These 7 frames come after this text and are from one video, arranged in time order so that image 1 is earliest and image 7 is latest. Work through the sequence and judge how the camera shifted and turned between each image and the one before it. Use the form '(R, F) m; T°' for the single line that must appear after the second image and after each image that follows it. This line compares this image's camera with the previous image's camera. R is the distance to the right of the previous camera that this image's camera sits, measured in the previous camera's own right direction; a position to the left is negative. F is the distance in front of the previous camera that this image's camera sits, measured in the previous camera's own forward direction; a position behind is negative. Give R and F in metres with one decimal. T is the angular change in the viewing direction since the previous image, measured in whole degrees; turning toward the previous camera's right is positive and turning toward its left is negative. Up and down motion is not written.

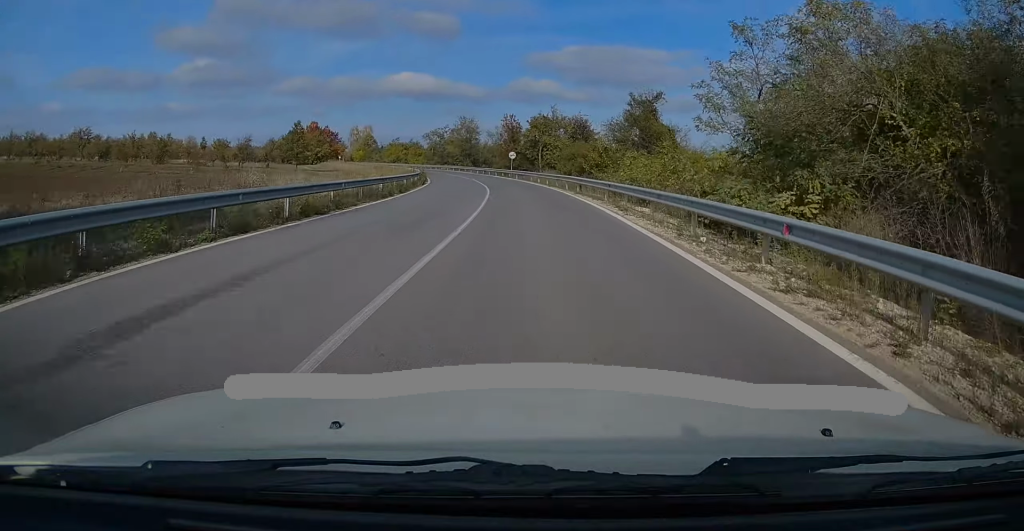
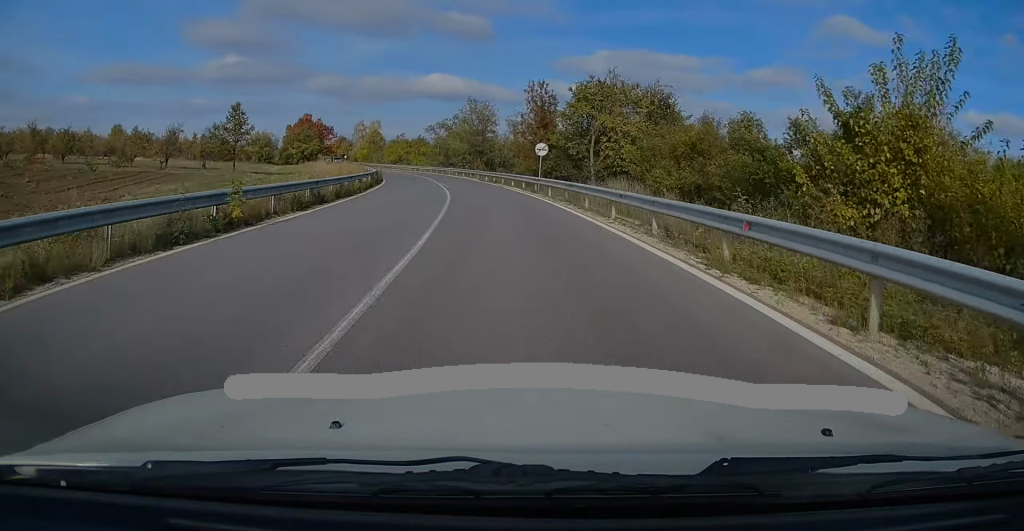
(-0.5, +31.9) m; -2°
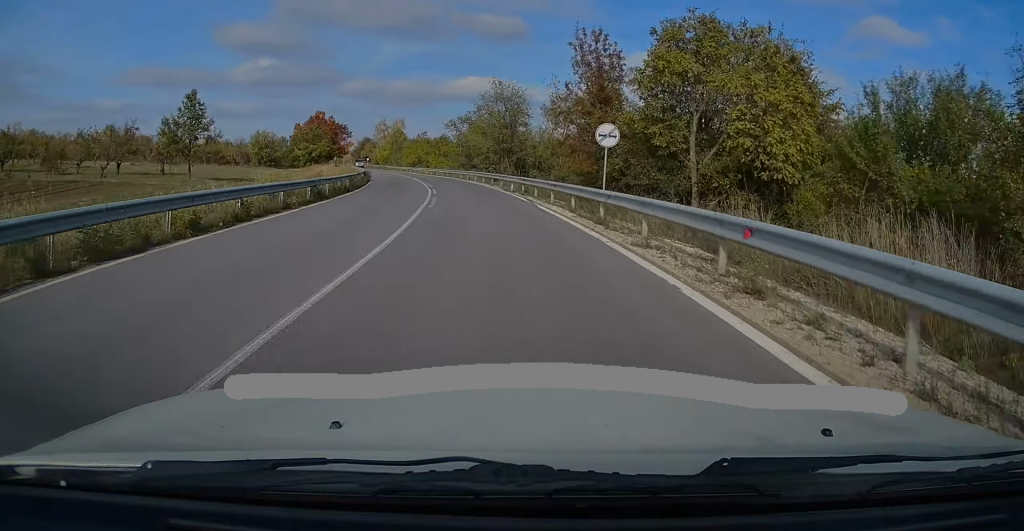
(-0.3, +17.1) m; -2°
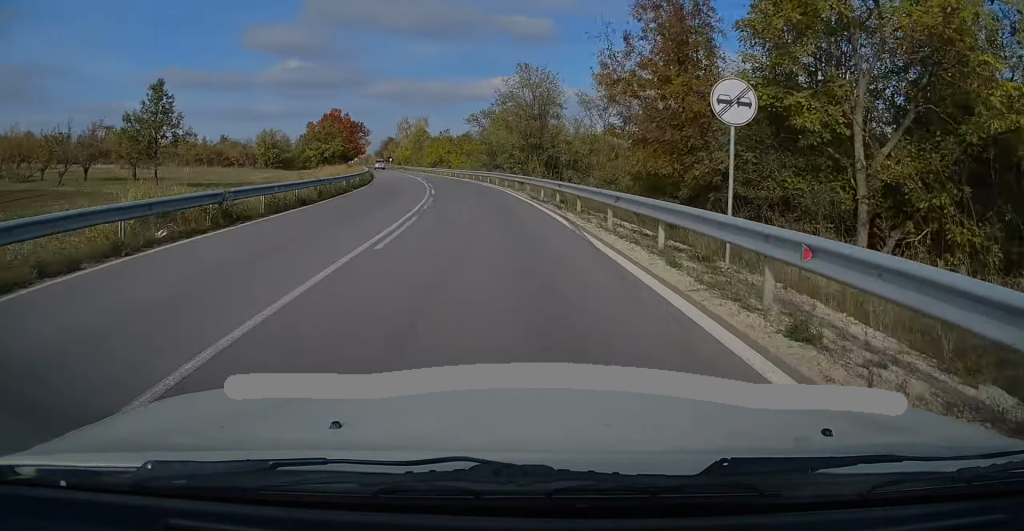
(0.0, +9.8) m; -2°
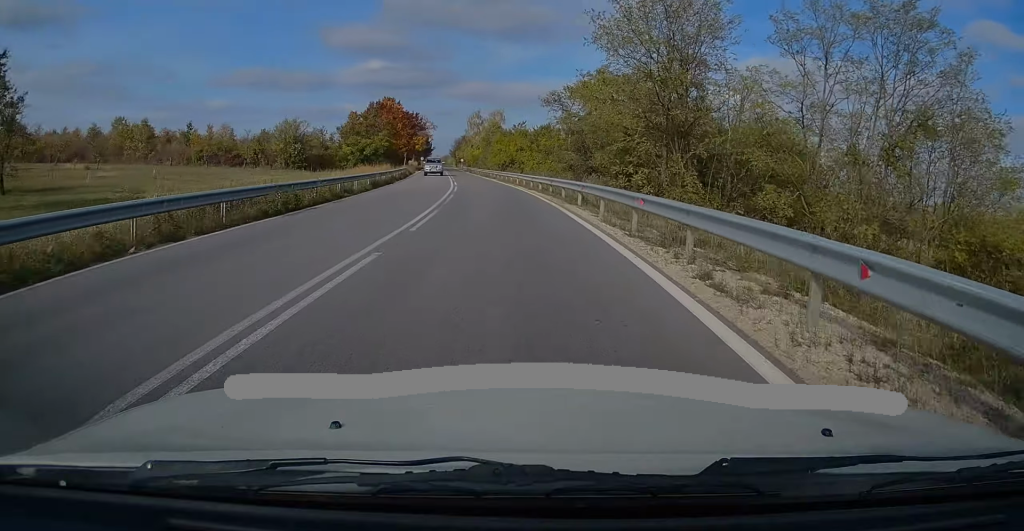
(-1.0, +24.5) m; -6°
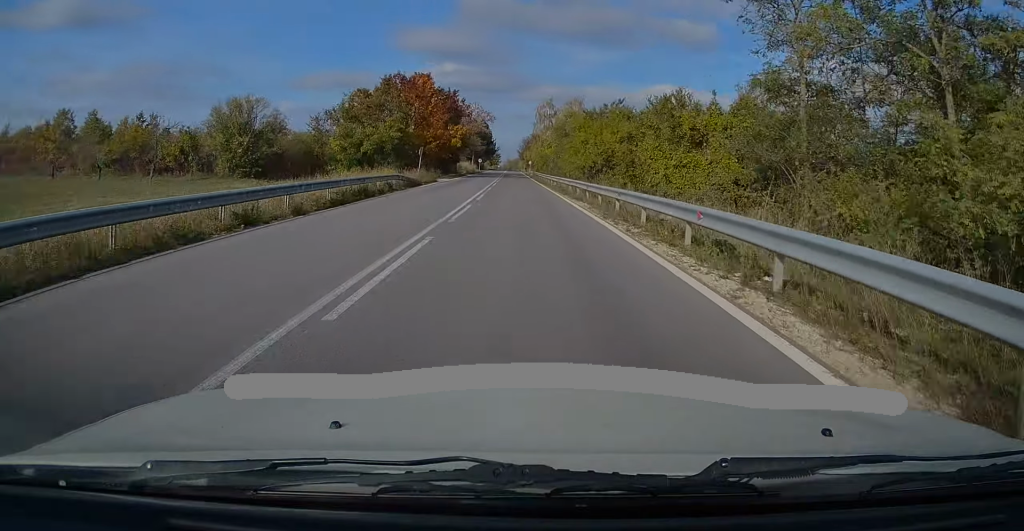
(-2.7, +34.2) m; -8°
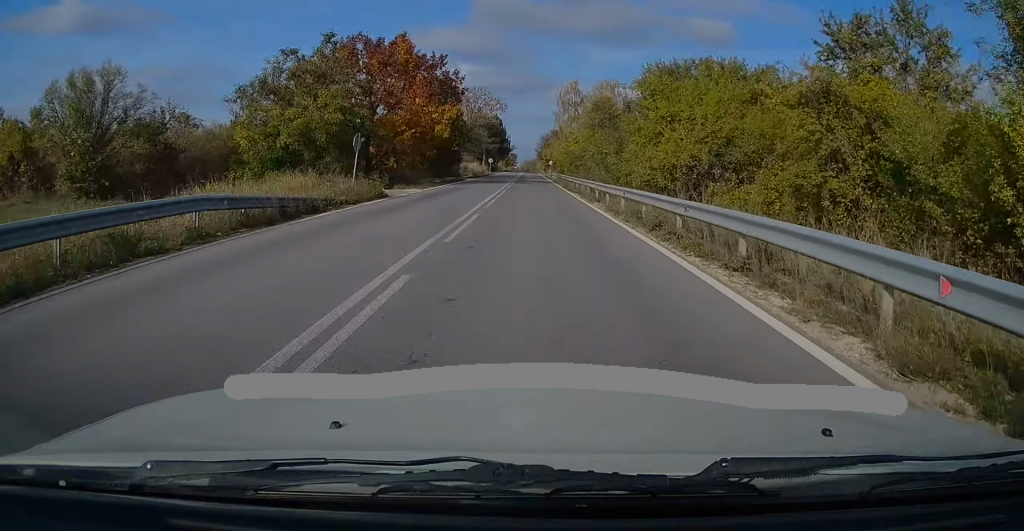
(-0.7, +22.2) m; -3°
